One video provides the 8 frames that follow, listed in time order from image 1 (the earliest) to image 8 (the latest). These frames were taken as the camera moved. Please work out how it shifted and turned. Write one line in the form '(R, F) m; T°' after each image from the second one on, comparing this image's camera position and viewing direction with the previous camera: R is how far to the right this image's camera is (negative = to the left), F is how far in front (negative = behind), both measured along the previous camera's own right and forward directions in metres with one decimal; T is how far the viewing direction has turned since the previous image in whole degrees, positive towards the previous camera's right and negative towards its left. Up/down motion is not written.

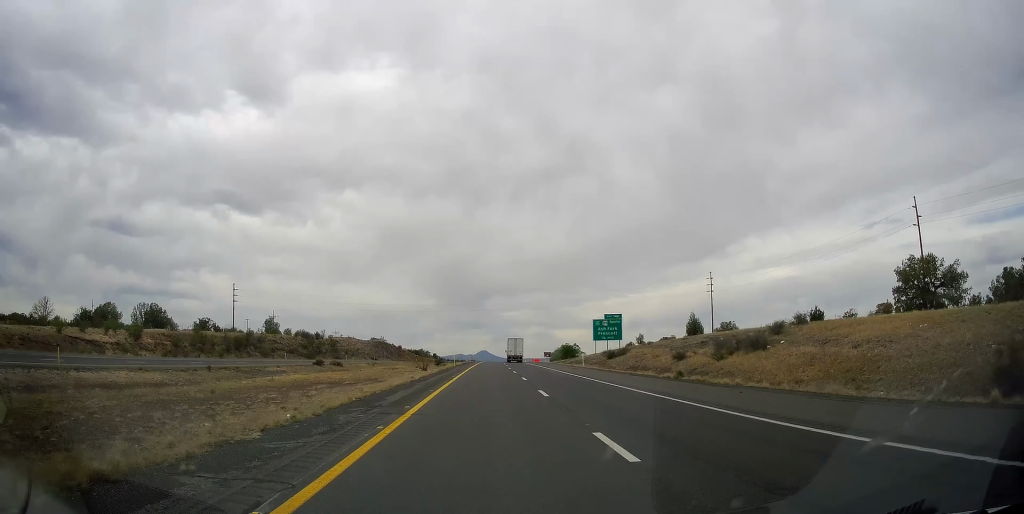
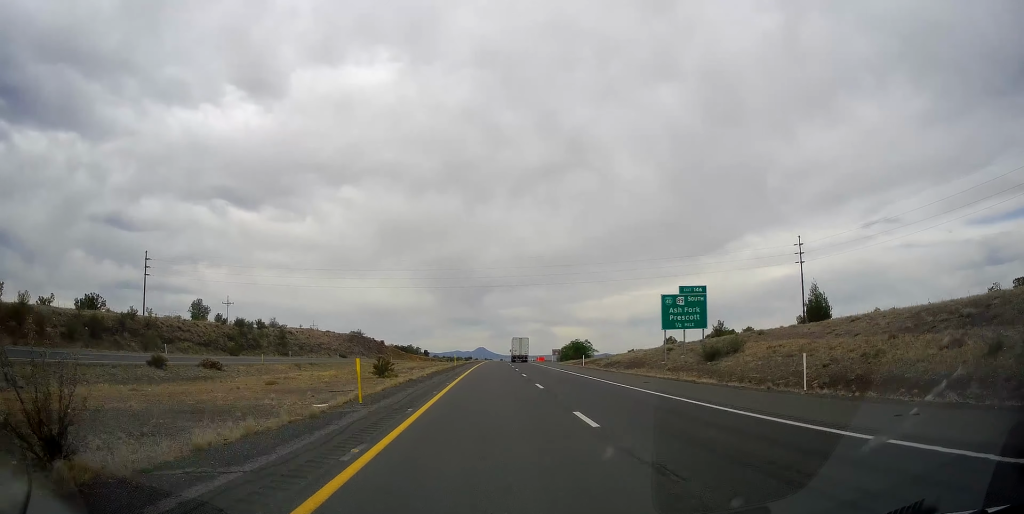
(0.0, +44.2) m; +1°
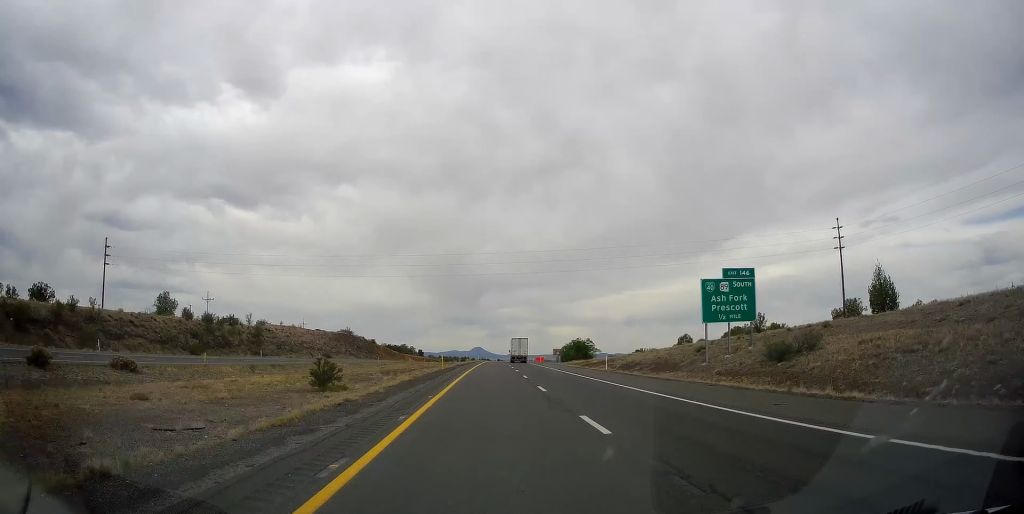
(+0.2, +13.6) m; 0°
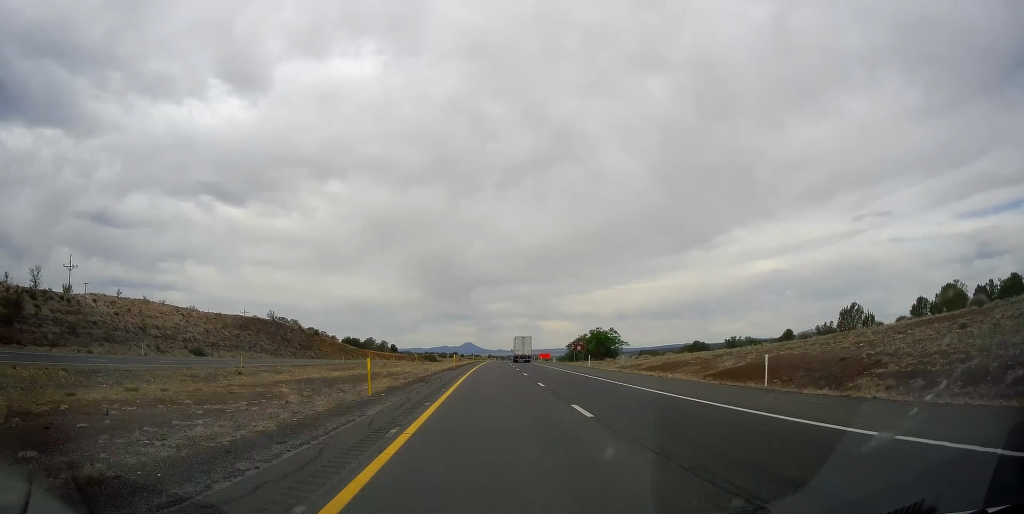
(+0.6, +68.9) m; 0°
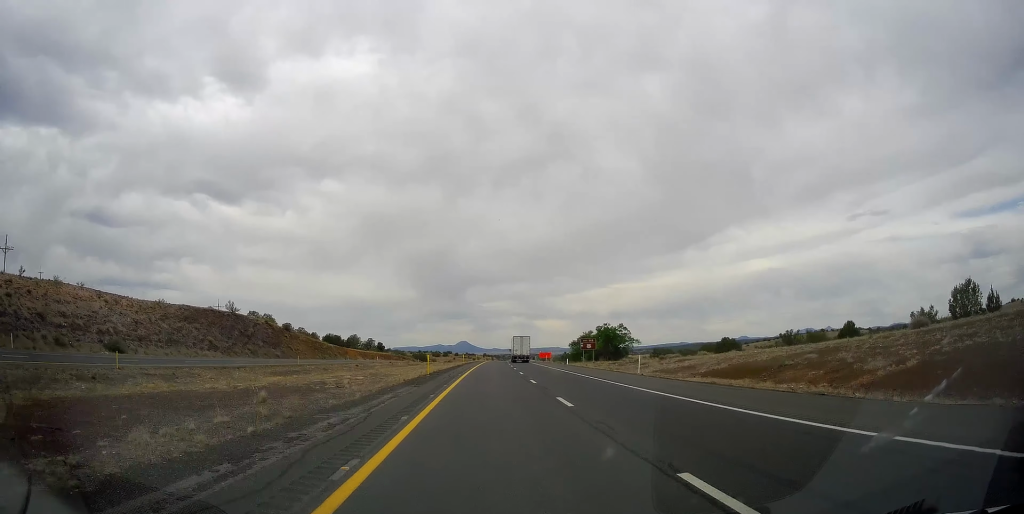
(0.0, +21.4) m; 0°
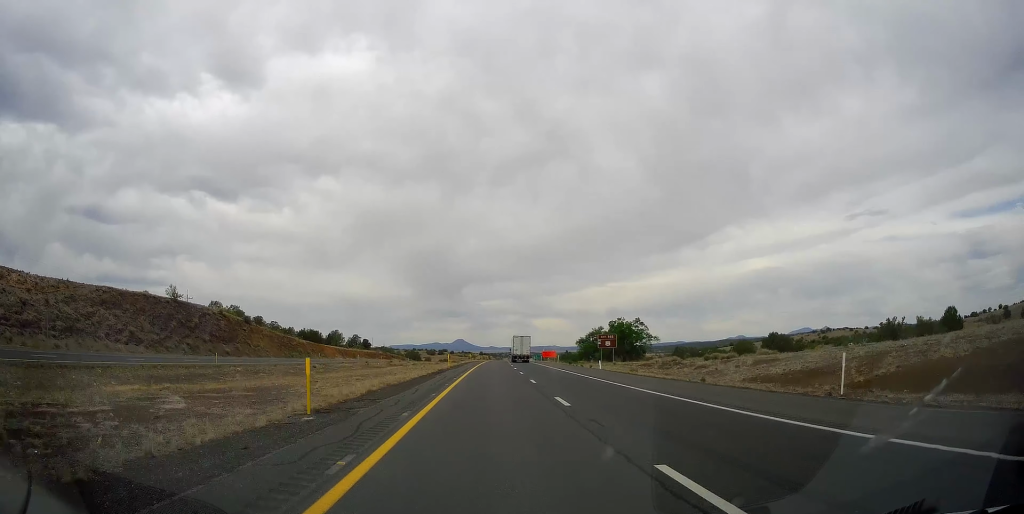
(-0.1, +23.8) m; 0°
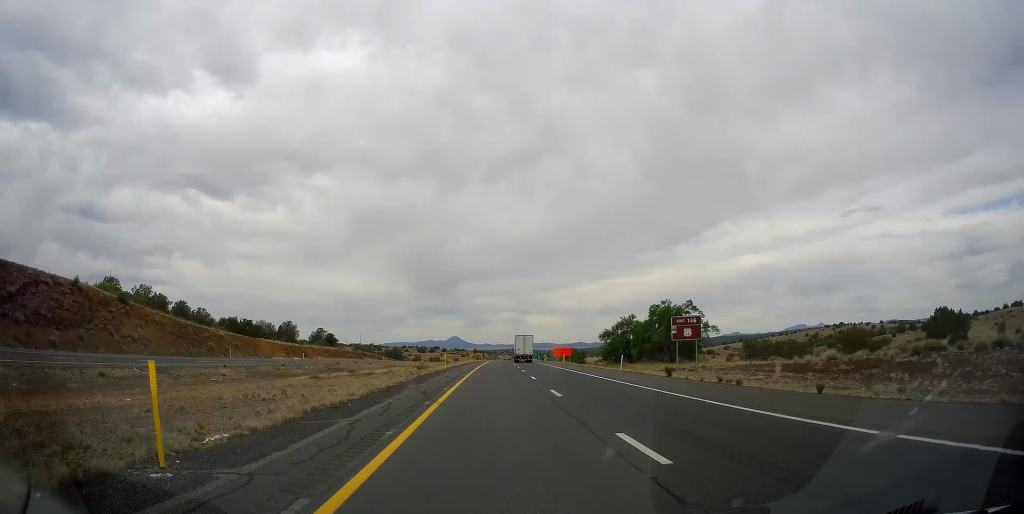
(+0.3, +45.1) m; +1°
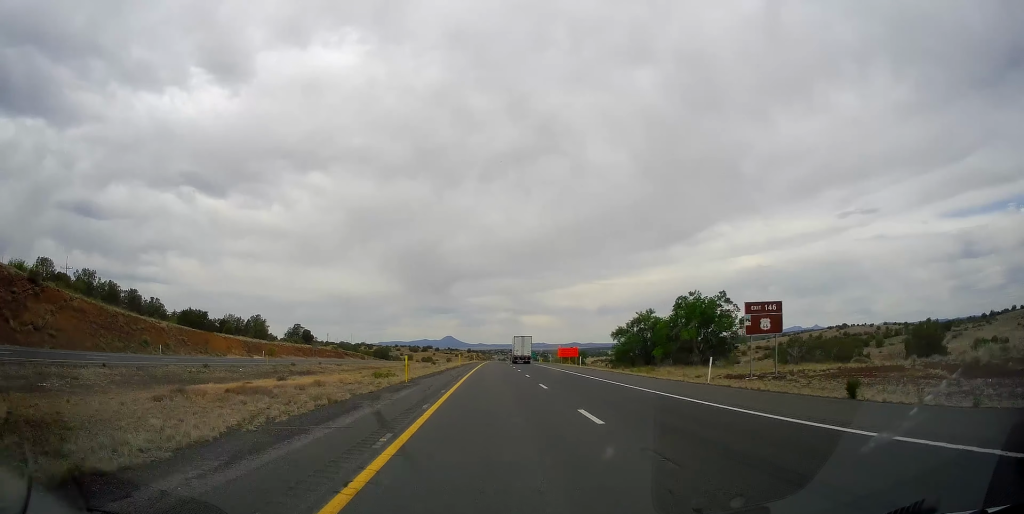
(+0.2, +19.2) m; 0°
